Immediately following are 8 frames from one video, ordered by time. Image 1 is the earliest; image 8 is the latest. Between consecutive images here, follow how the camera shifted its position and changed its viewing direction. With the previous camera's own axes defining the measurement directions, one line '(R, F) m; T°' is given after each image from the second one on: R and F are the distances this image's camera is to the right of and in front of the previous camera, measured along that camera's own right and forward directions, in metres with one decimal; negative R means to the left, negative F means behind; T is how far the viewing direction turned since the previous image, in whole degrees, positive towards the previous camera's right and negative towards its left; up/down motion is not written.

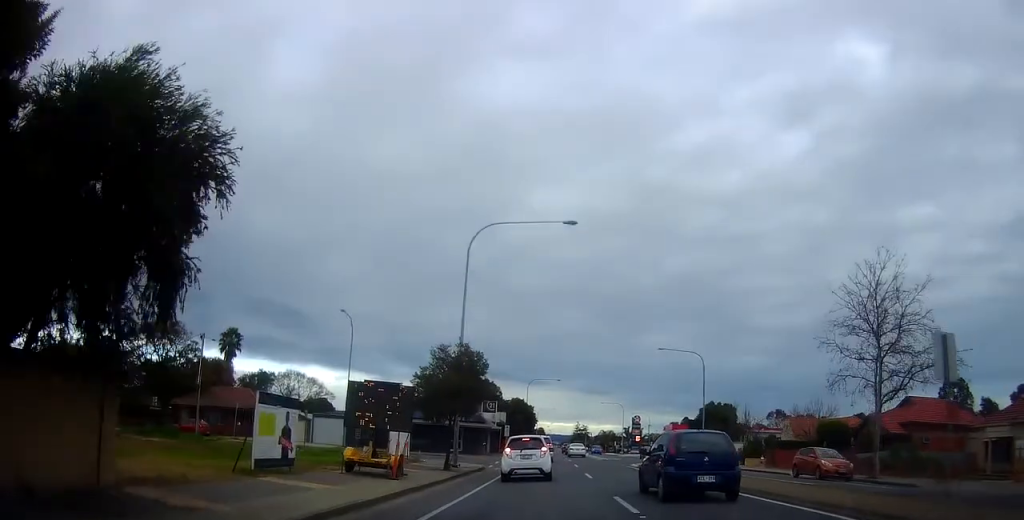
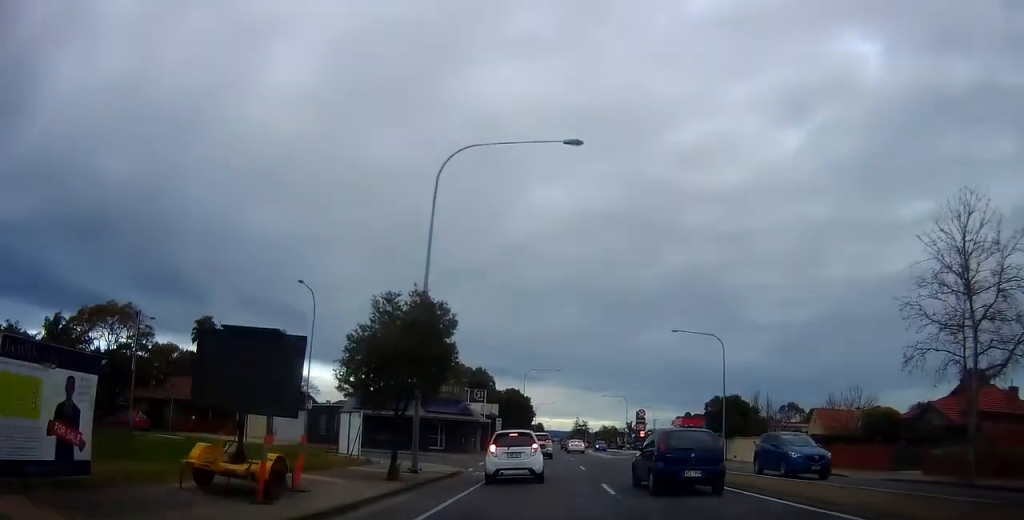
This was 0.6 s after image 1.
(+0.5, +8.3) m; +2°
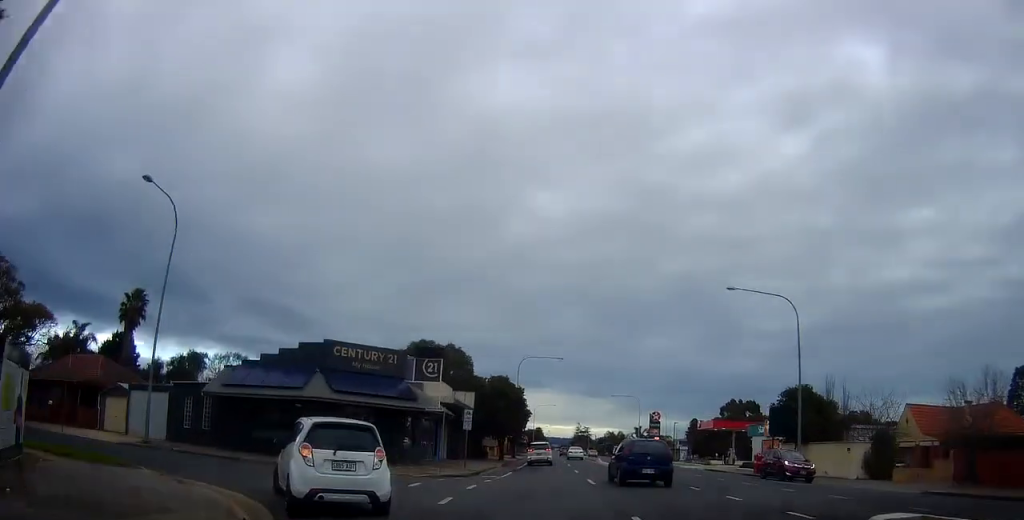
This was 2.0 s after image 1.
(+0.5, +19.5) m; -1°
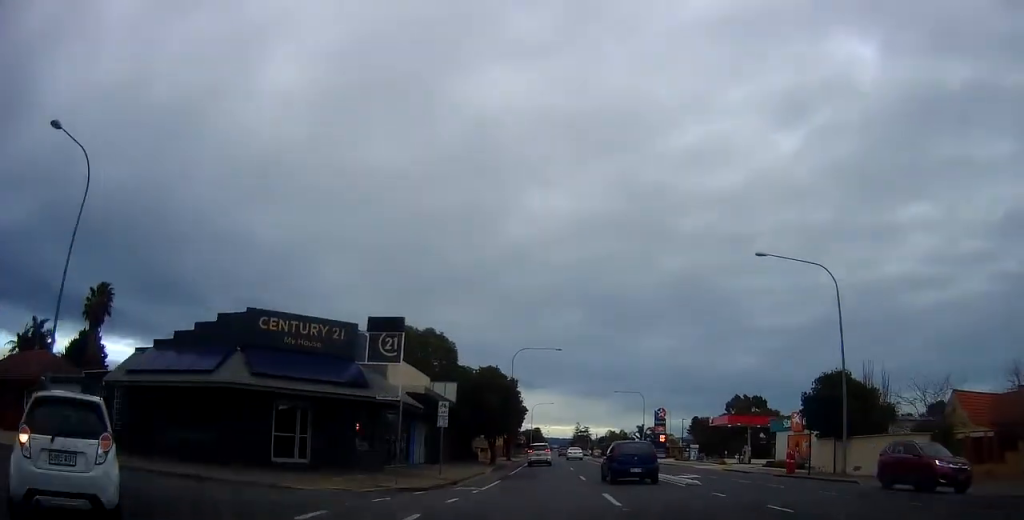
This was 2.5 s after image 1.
(-0.3, +6.7) m; 0°
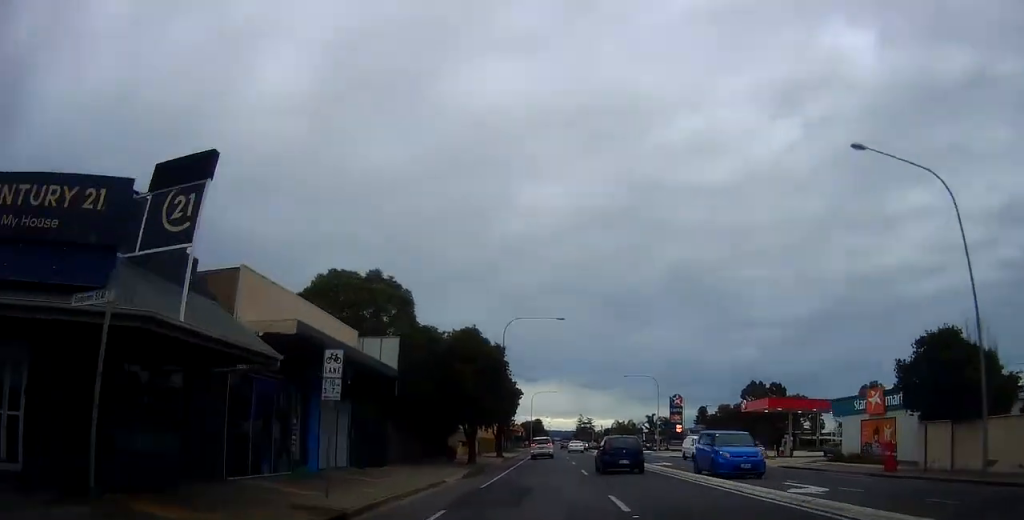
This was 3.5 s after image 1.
(0.0, +12.5) m; -1°
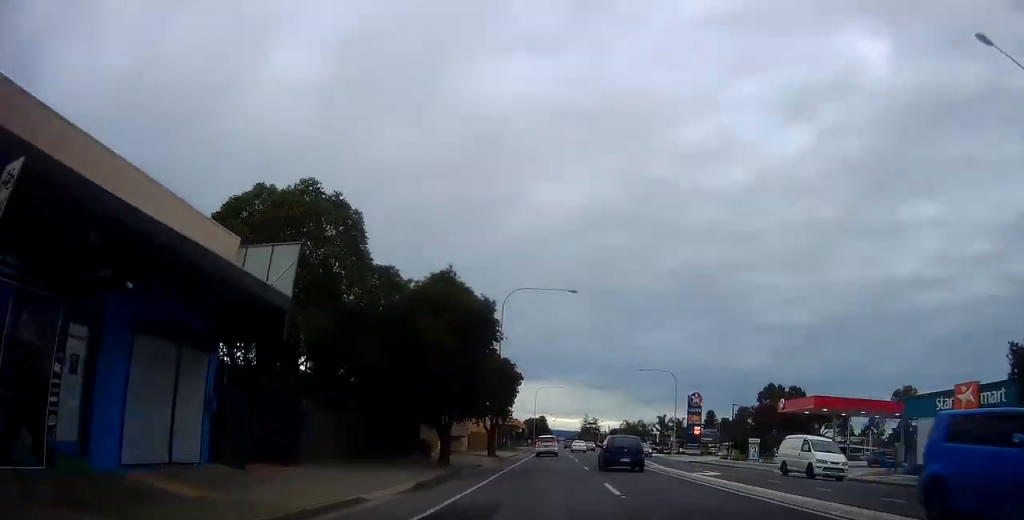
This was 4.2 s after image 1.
(+0.1, +8.9) m; -1°
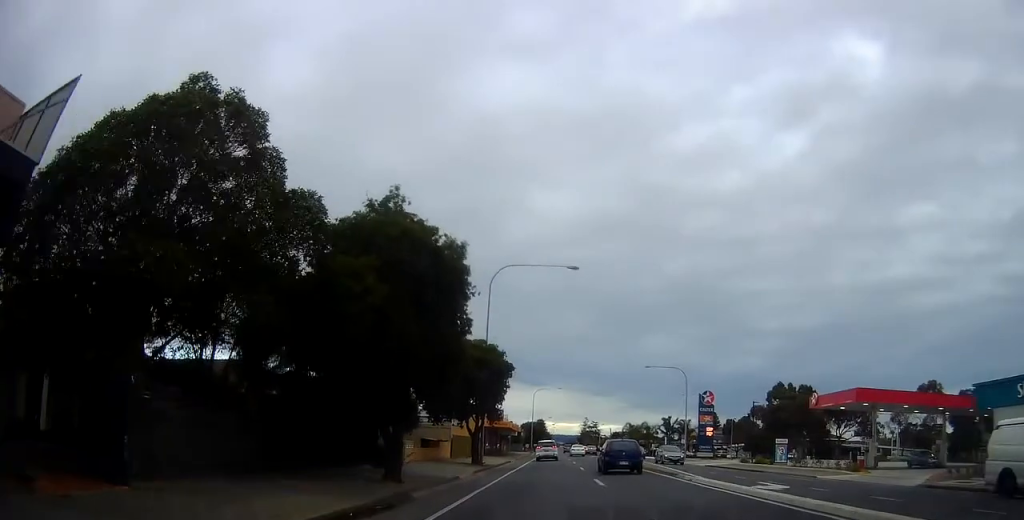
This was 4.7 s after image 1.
(-0.4, +7.1) m; -1°
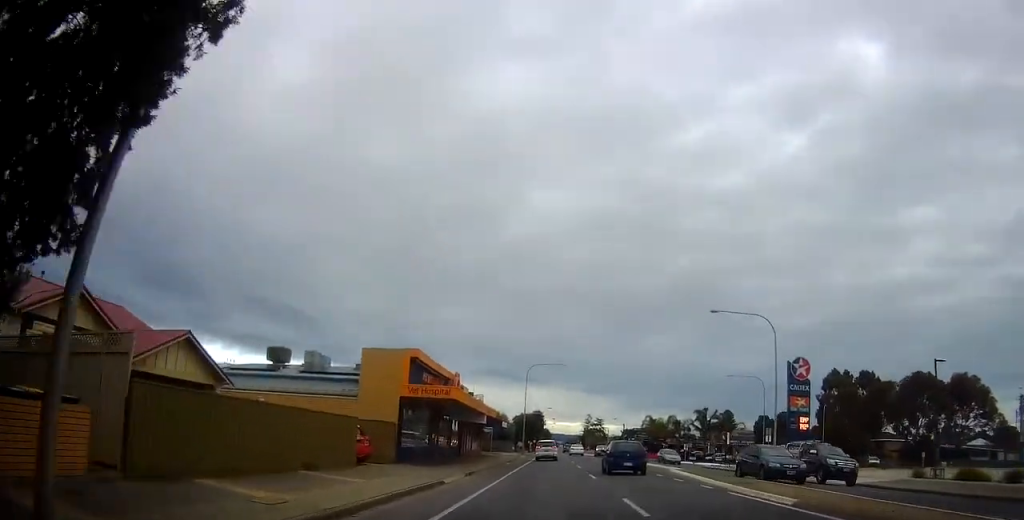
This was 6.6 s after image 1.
(+1.0, +29.5) m; +2°
